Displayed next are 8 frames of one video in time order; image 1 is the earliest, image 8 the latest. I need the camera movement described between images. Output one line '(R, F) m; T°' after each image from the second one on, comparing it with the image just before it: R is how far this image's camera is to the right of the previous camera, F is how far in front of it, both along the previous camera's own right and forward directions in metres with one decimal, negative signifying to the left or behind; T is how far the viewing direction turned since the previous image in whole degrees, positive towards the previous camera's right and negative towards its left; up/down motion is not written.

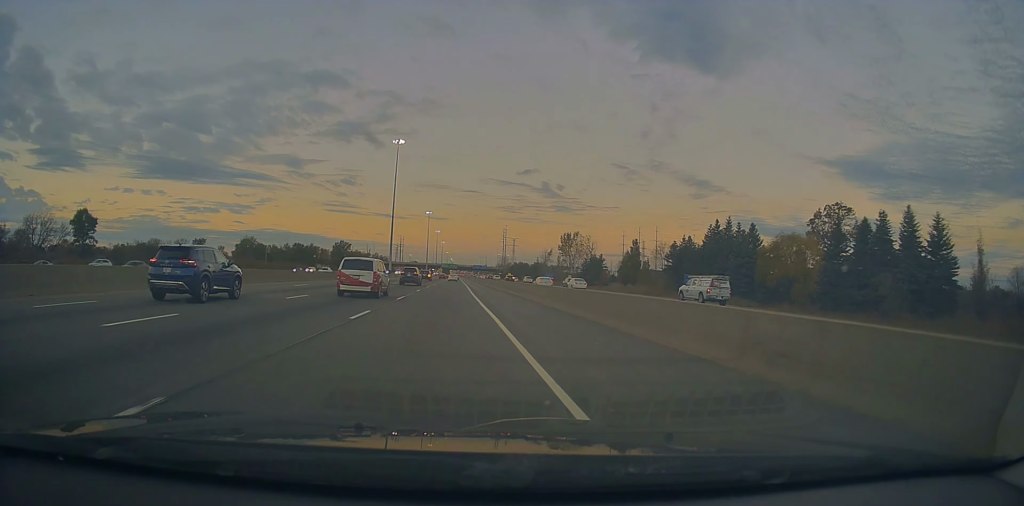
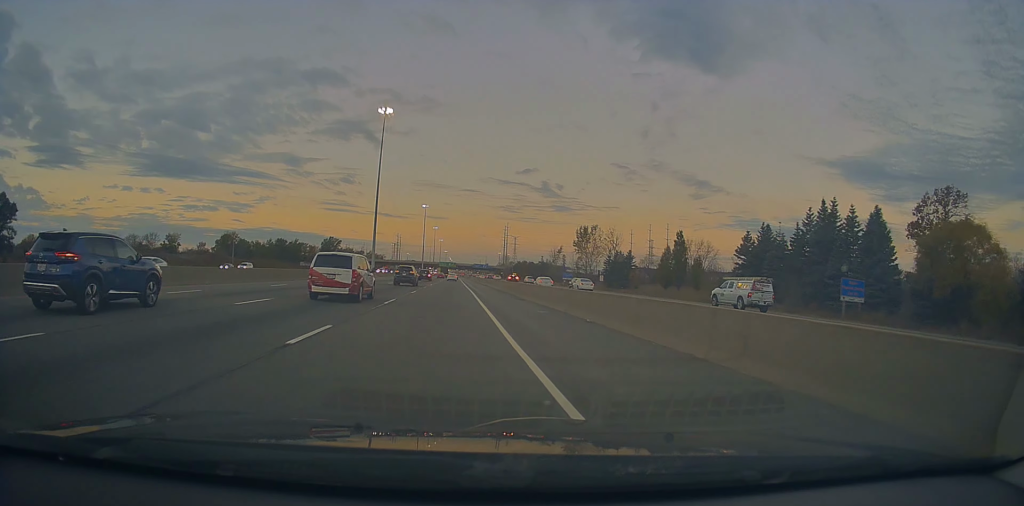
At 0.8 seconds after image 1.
(0.0, +28.9) m; 0°
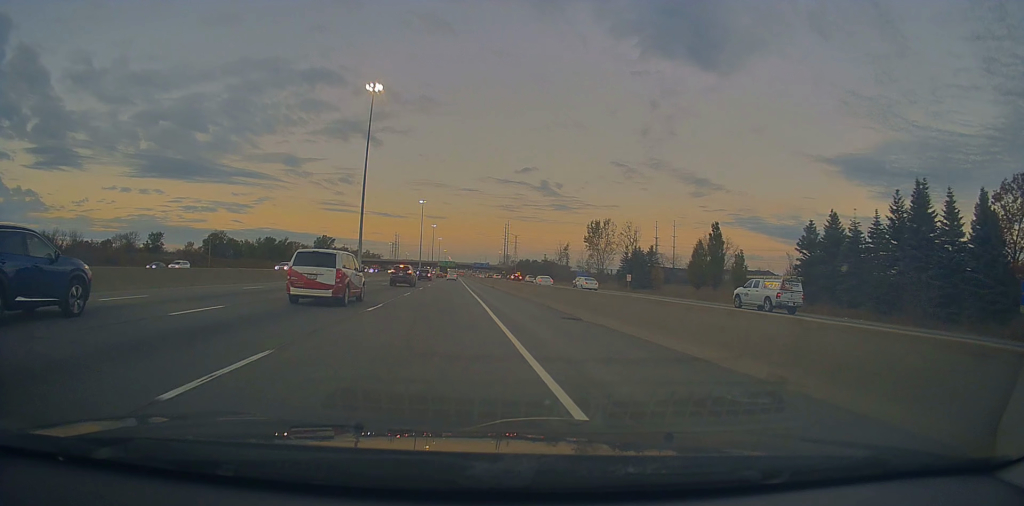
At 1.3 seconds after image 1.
(0.0, +16.2) m; 0°
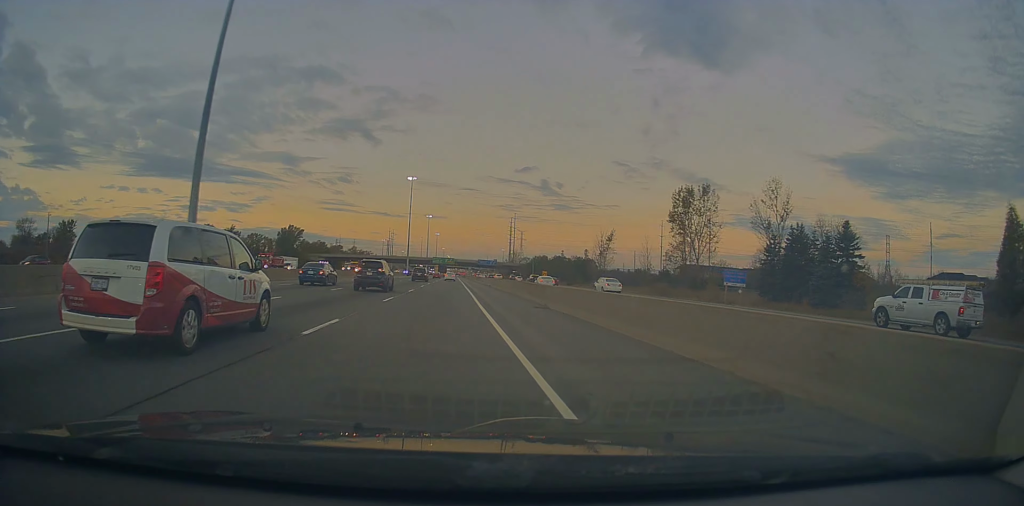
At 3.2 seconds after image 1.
(0.0, +67.2) m; -1°
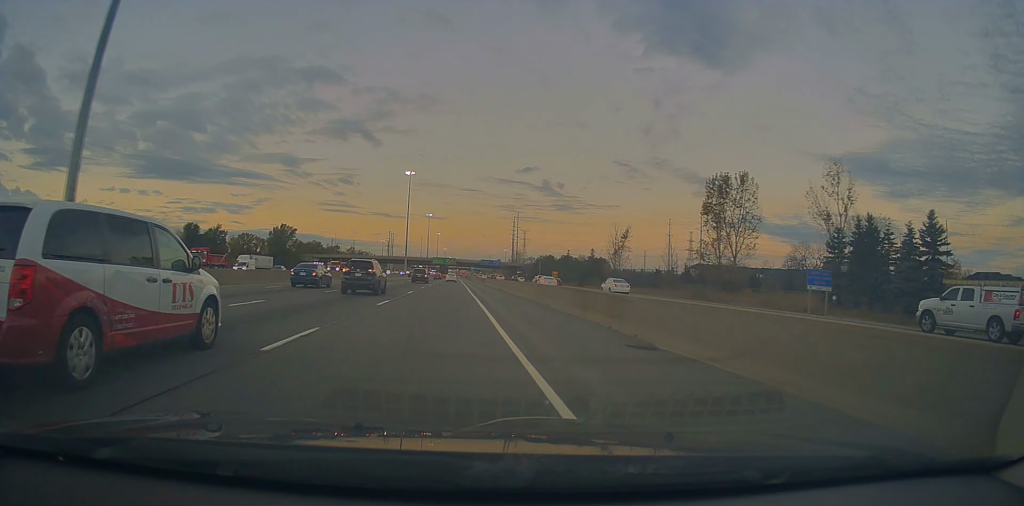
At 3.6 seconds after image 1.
(0.0, +13.9) m; 0°
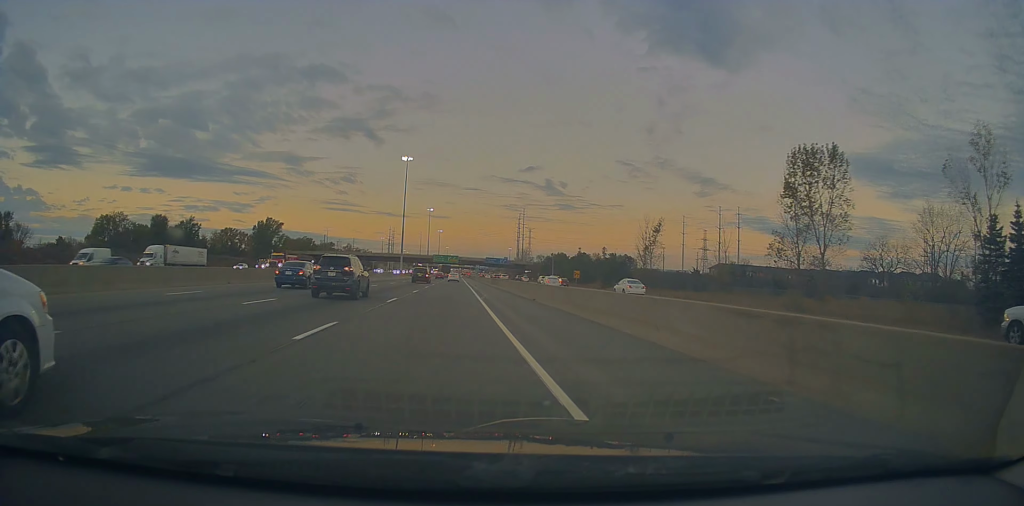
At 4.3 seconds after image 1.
(-0.4, +23.1) m; 0°
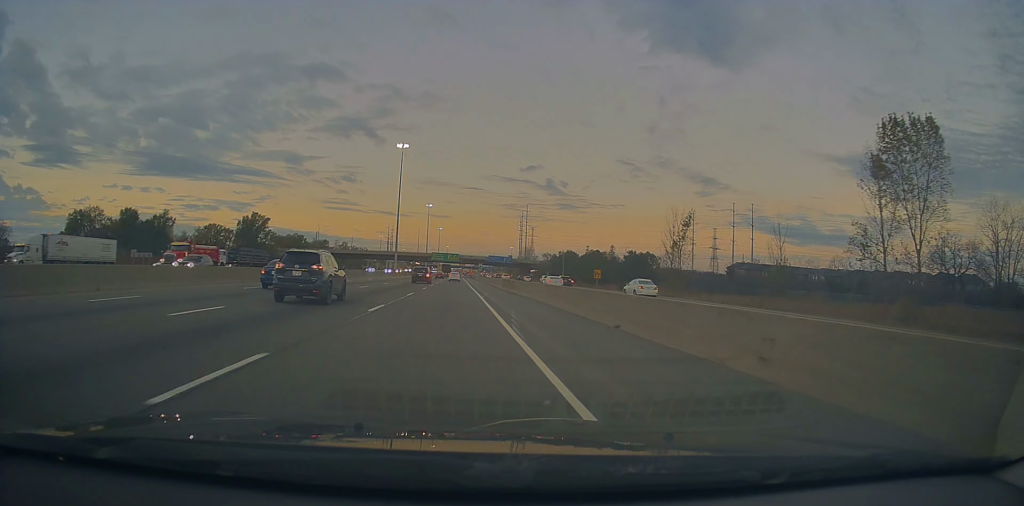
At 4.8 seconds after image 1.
(+0.1, +17.1) m; 0°
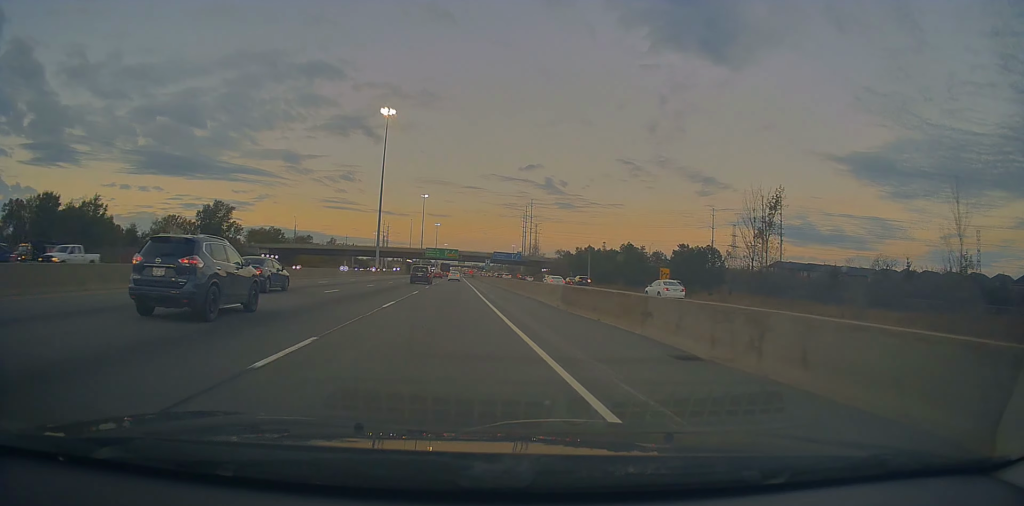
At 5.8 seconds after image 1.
(+0.3, +34.1) m; +1°
